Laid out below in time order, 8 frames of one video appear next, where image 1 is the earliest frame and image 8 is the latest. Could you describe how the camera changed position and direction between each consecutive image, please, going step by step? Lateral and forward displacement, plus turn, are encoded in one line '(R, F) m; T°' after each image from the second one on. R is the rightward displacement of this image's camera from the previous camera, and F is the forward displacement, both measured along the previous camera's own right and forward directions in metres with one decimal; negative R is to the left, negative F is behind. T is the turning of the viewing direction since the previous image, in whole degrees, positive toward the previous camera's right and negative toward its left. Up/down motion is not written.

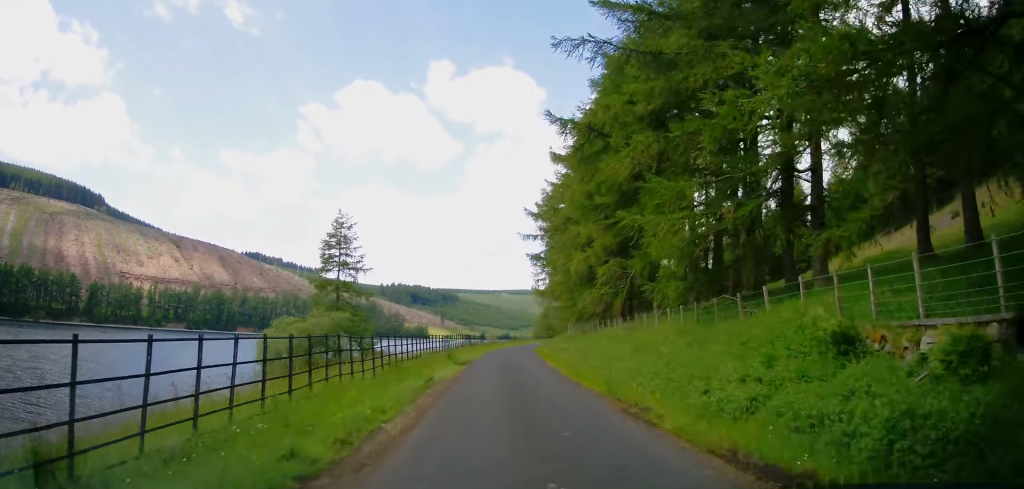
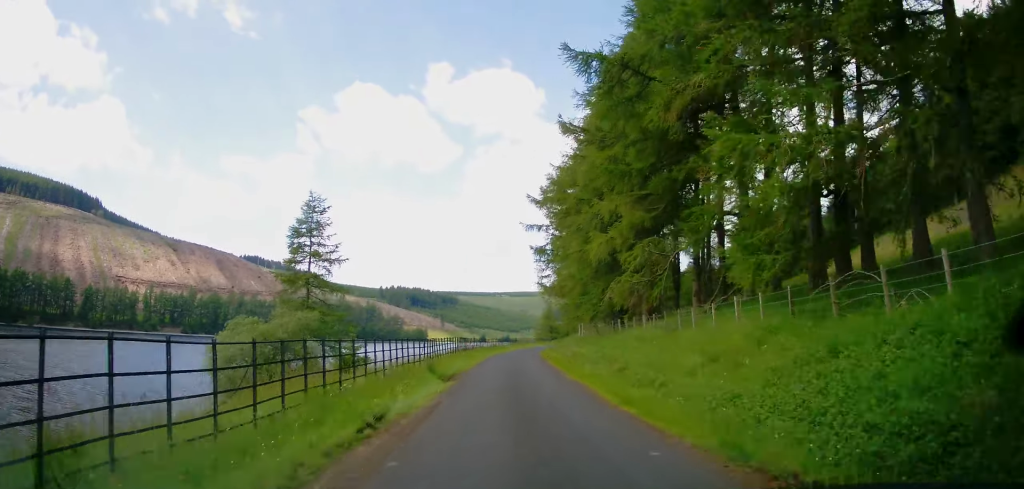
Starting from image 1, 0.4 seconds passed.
(-0.1, +6.5) m; 0°
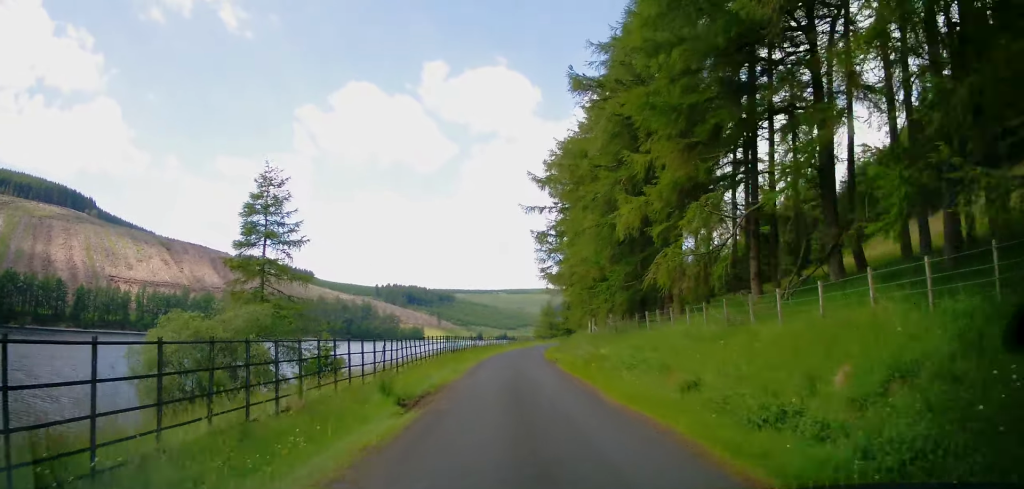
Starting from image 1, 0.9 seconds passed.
(-0.1, +6.5) m; 0°
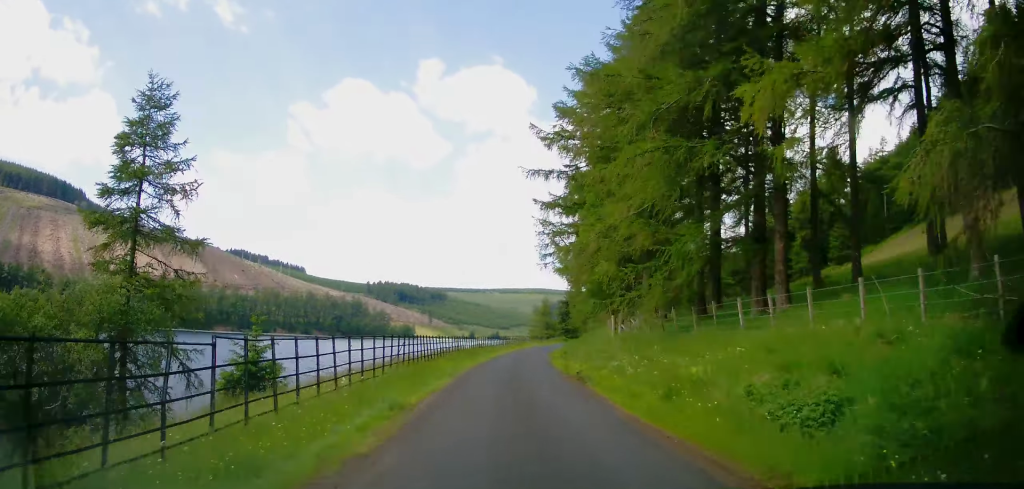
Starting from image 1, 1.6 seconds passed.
(+0.1, +10.3) m; +1°
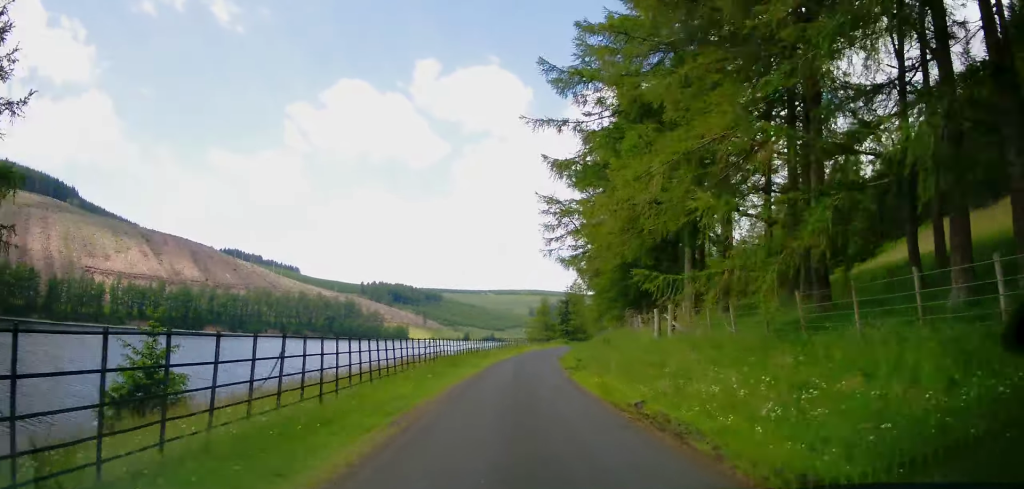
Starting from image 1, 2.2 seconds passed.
(+0.1, +8.8) m; +2°
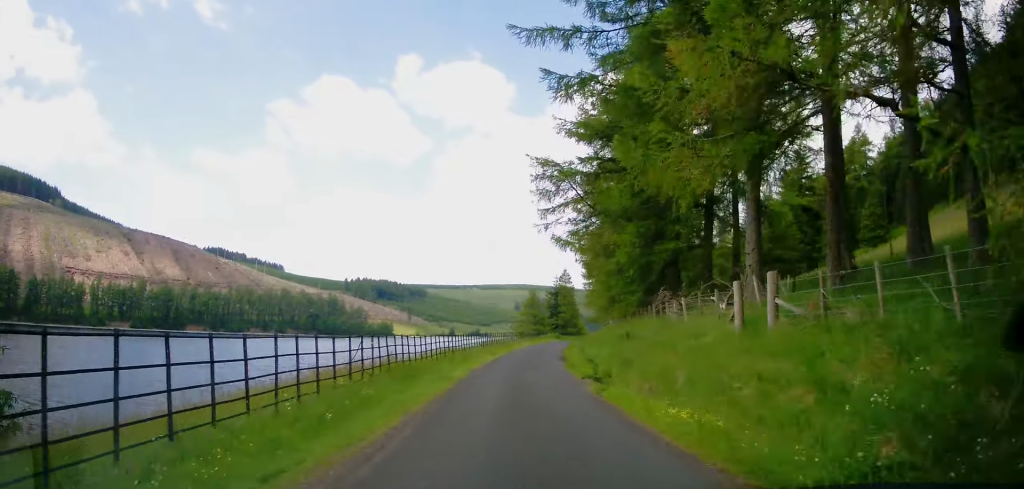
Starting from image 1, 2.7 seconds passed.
(+0.1, +8.3) m; +2°
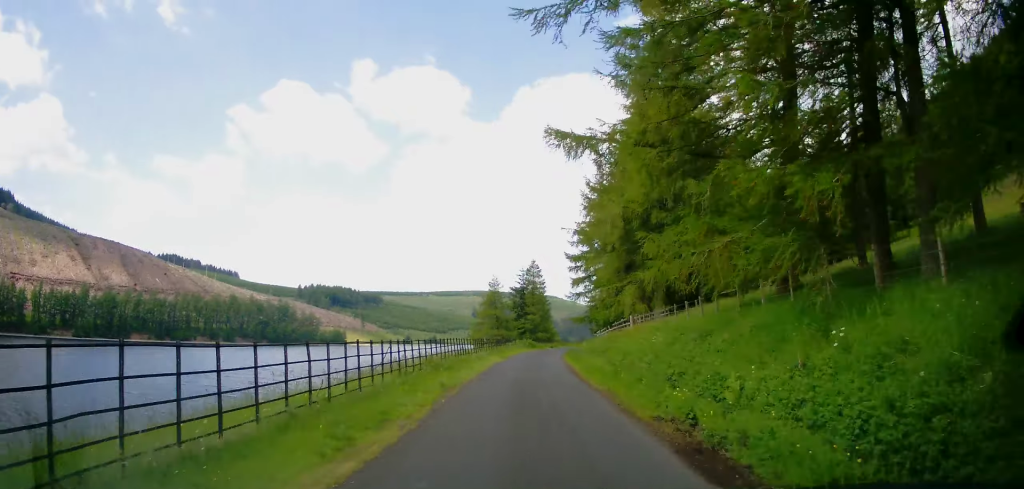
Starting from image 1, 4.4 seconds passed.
(+0.8, +24.7) m; +3°
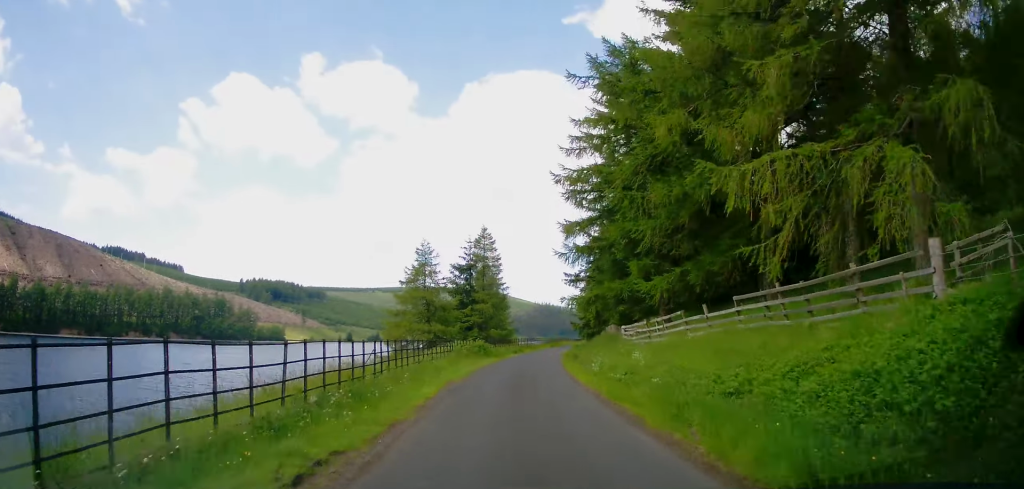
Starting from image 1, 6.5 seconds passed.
(+1.2, +29.2) m; +6°
